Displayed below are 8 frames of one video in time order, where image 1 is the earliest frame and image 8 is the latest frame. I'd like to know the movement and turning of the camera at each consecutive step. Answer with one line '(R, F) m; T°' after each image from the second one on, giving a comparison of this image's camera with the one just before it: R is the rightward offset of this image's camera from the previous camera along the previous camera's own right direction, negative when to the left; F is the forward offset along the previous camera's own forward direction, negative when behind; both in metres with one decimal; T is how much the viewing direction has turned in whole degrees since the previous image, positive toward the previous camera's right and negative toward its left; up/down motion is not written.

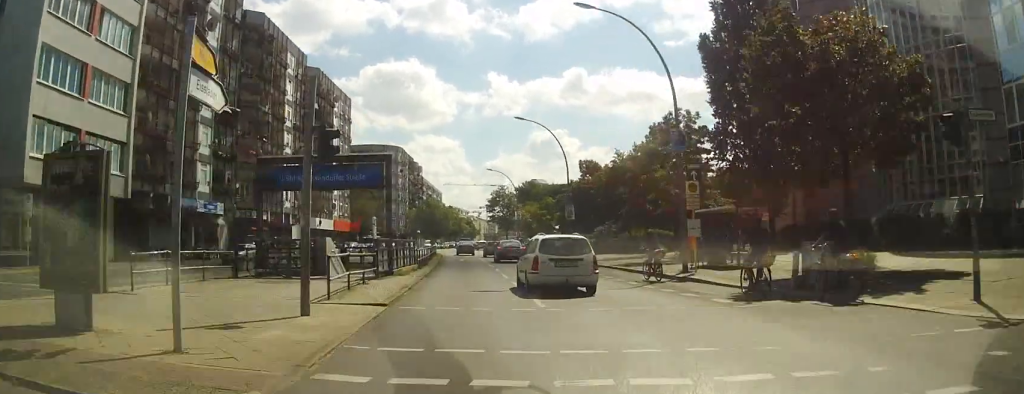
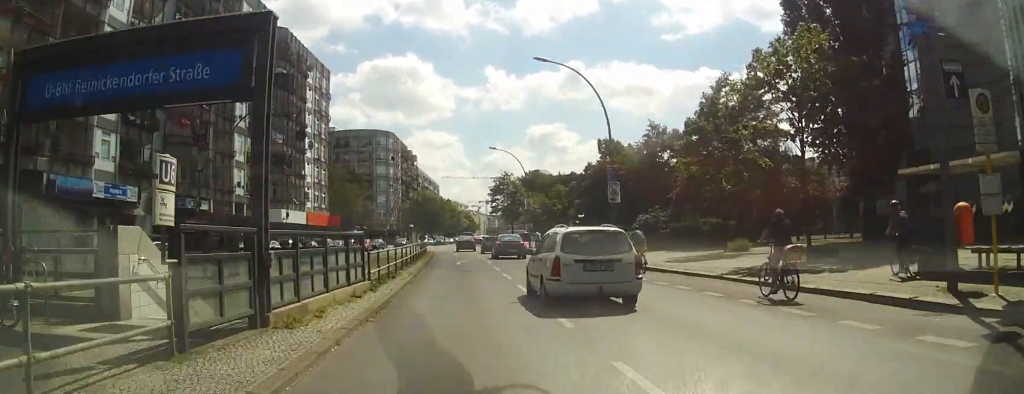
(0.0, +16.8) m; 0°
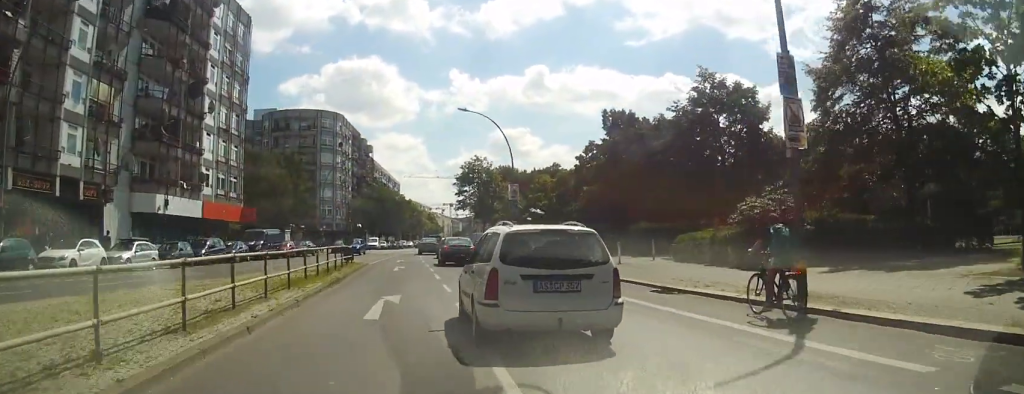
(+0.2, +26.5) m; +1°
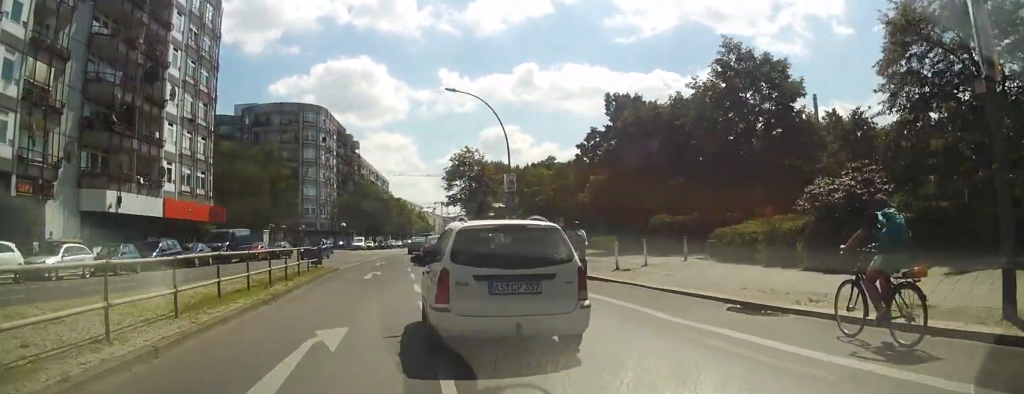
(0.0, +7.0) m; 0°
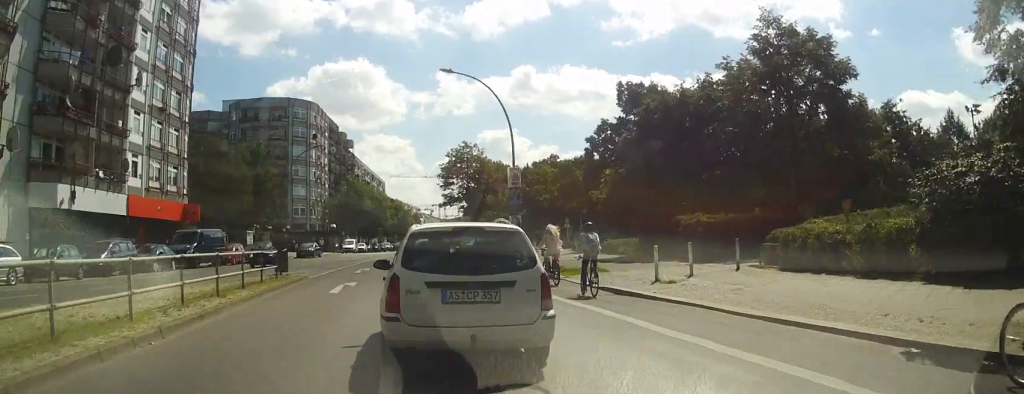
(0.0, +5.9) m; 0°
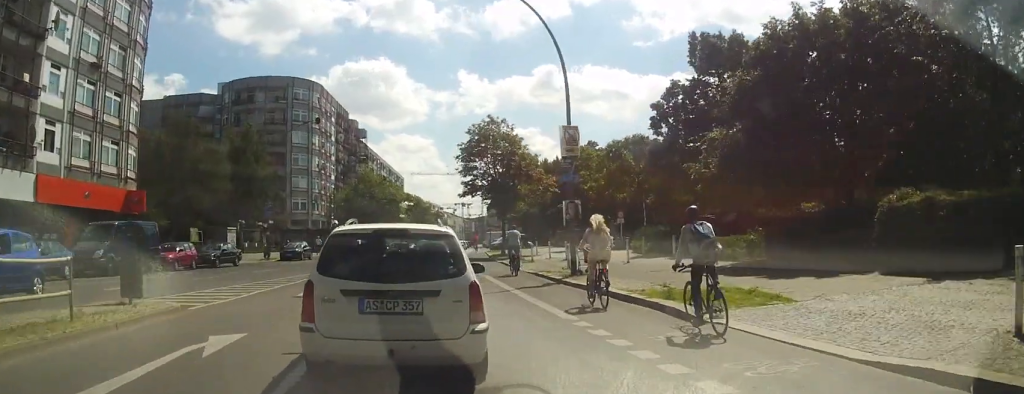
(+0.1, +14.2) m; 0°
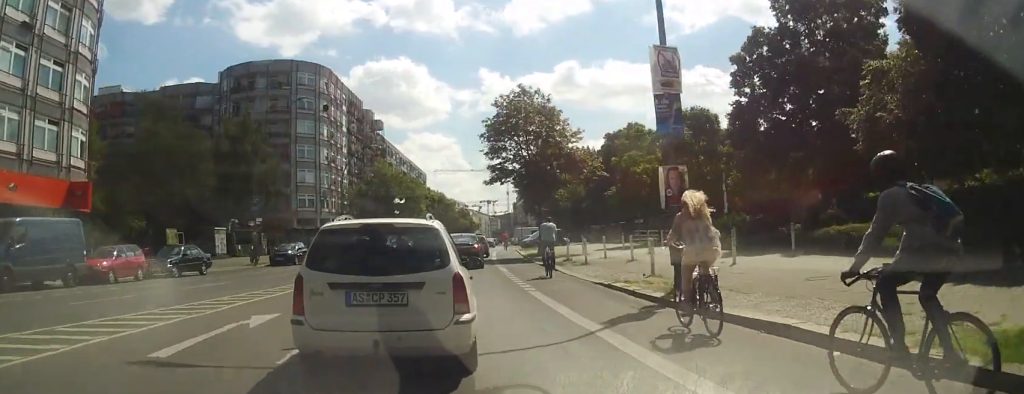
(0.0, +10.2) m; -1°
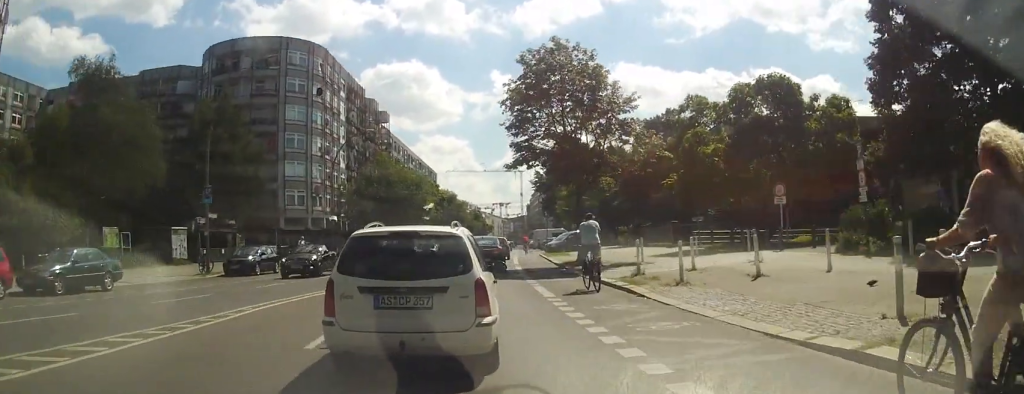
(-0.1, +11.5) m; 0°
